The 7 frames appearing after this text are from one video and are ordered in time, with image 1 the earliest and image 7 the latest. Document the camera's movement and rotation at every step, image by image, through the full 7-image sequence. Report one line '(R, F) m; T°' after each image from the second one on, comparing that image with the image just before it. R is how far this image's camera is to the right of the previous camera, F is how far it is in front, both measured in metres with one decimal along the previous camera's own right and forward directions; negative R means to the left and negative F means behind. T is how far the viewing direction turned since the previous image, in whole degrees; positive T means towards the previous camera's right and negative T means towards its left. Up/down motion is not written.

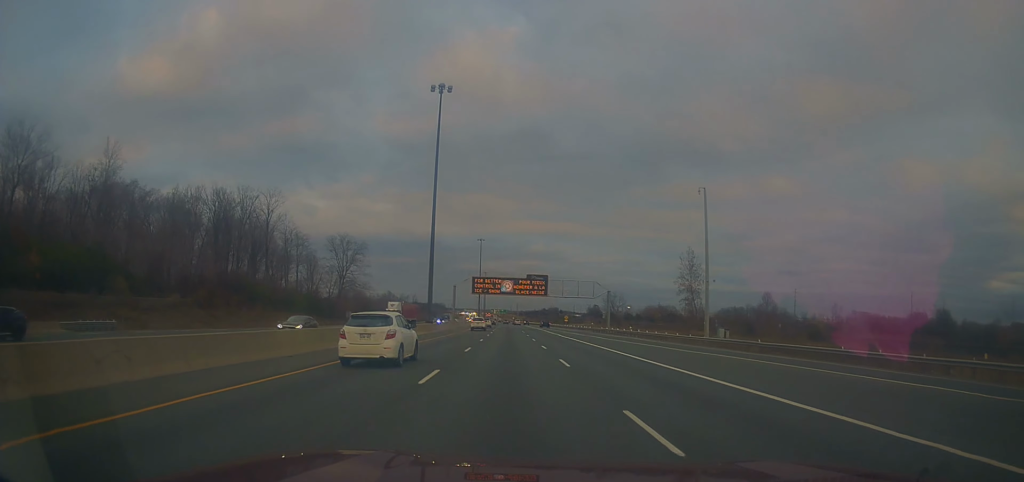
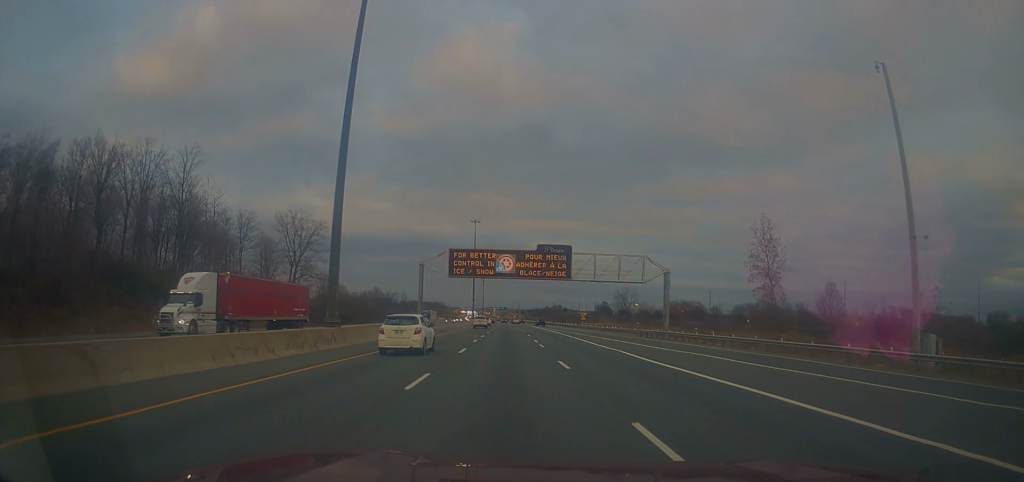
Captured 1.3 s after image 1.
(+0.1, +37.7) m; 0°
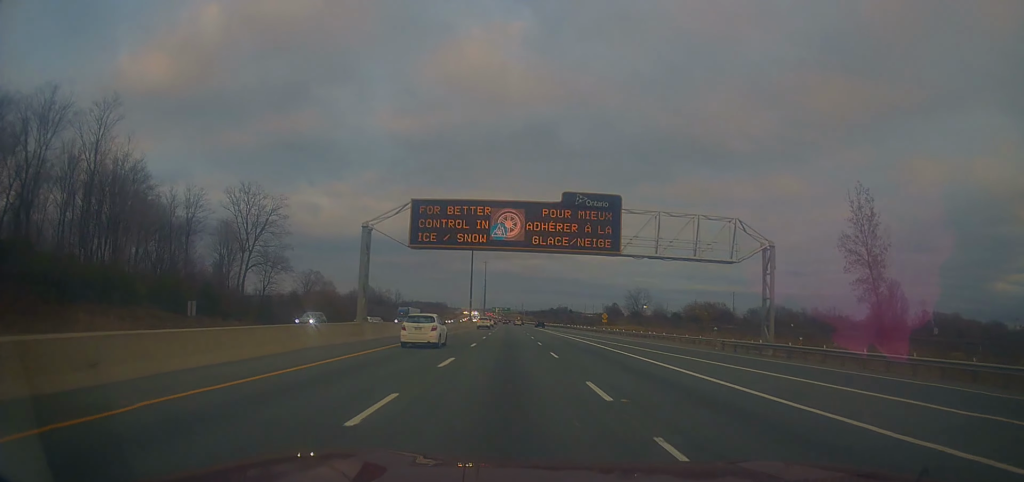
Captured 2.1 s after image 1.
(0.0, +25.8) m; 0°
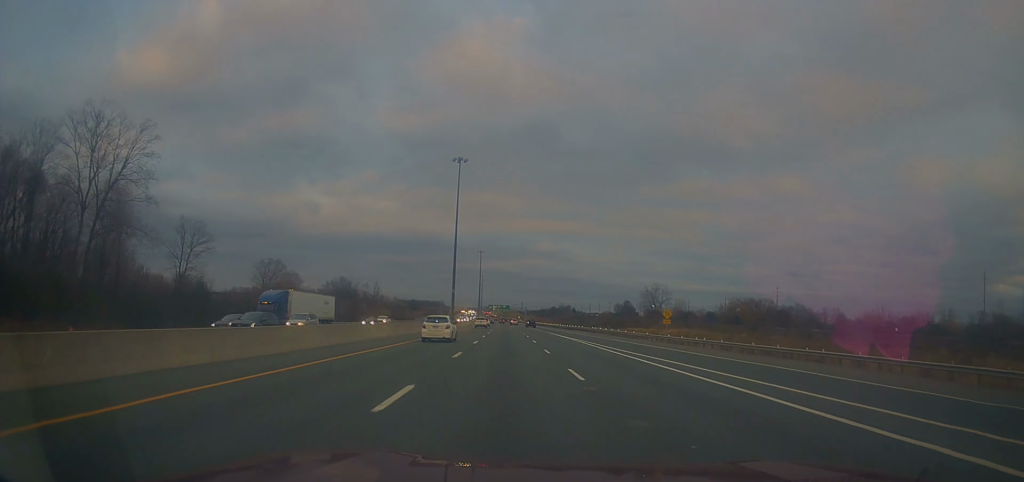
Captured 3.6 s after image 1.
(-0.1, +43.6) m; 0°
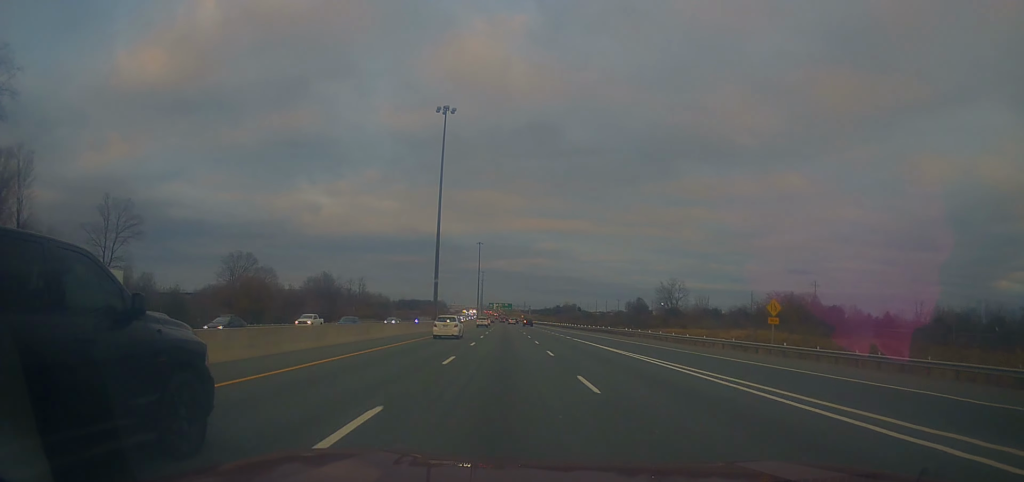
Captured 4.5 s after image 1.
(0.0, +26.8) m; -1°
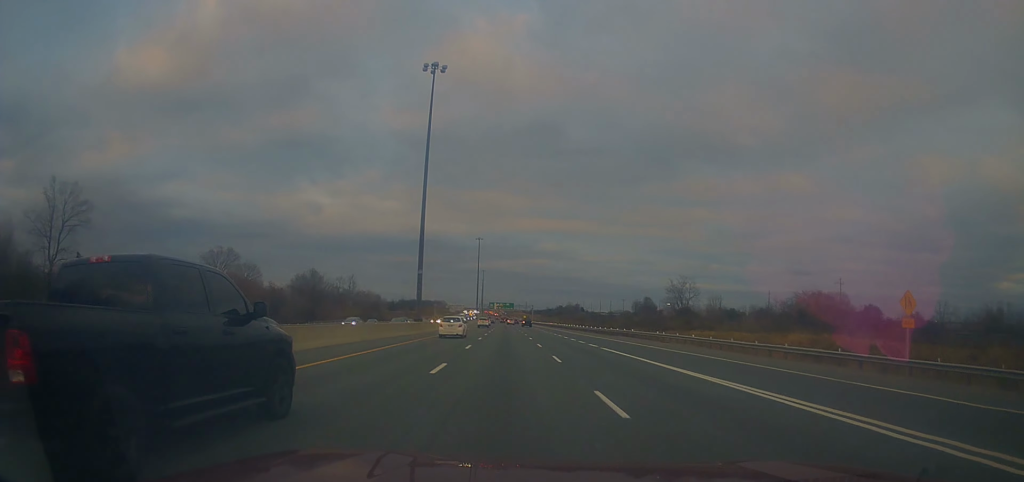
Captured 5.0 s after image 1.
(-0.3, +14.9) m; 0°
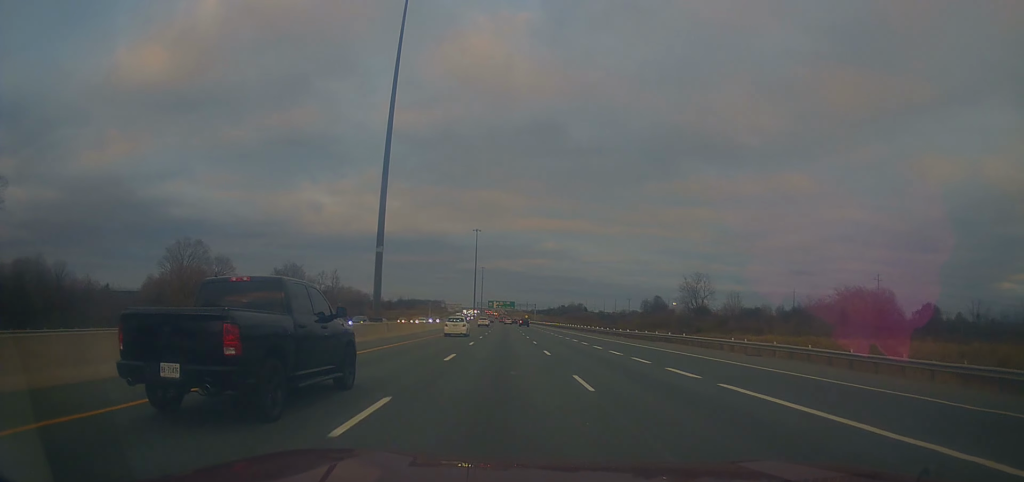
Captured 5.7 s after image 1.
(0.0, +19.9) m; 0°
